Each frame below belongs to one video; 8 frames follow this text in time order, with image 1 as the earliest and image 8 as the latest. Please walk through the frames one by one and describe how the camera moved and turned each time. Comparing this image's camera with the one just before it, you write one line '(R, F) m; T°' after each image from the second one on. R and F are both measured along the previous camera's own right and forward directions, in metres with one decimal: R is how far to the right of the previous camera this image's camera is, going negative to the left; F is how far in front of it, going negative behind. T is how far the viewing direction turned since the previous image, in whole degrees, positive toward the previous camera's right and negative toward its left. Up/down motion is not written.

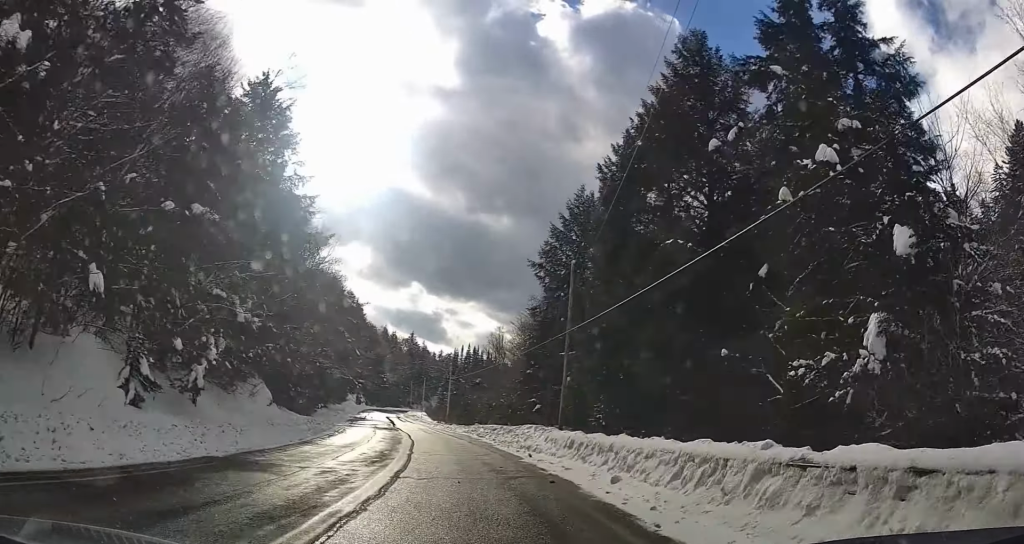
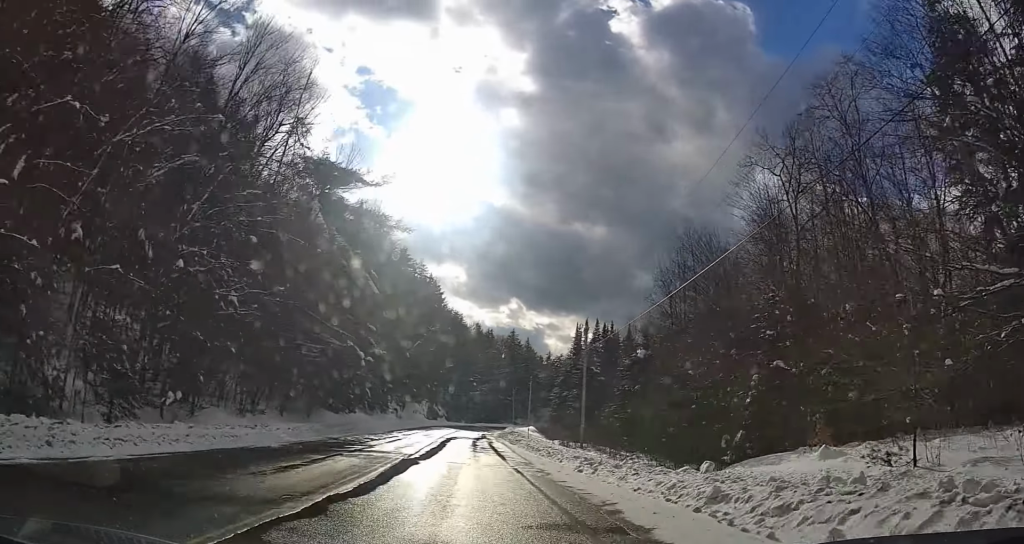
(-5.9, +49.3) m; -8°
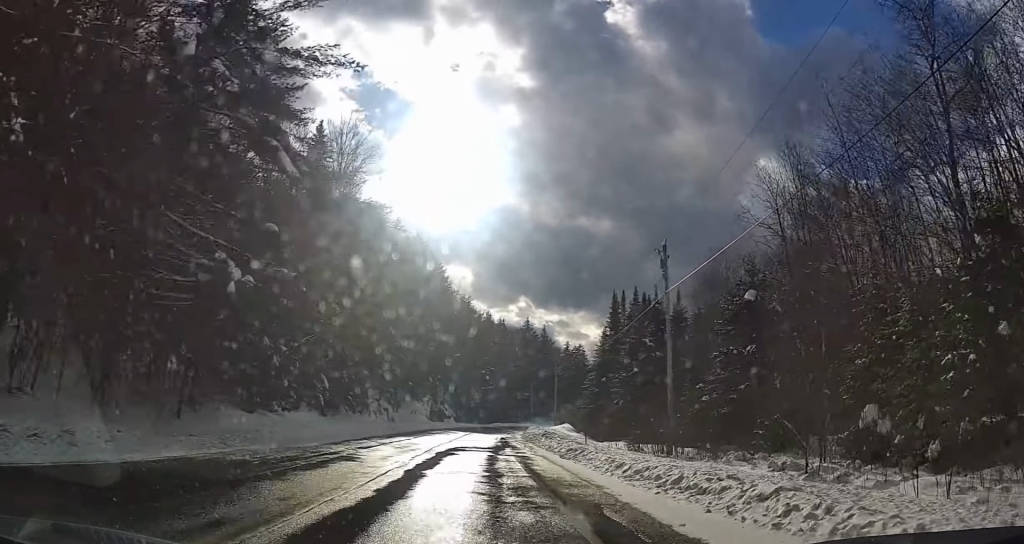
(0.0, +18.8) m; -2°
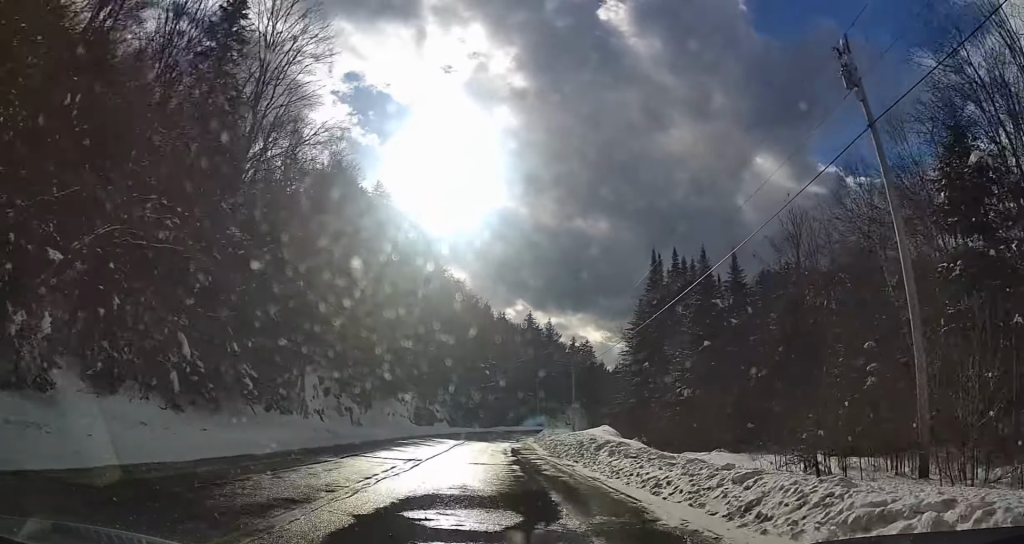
(-0.6, +17.4) m; -3°
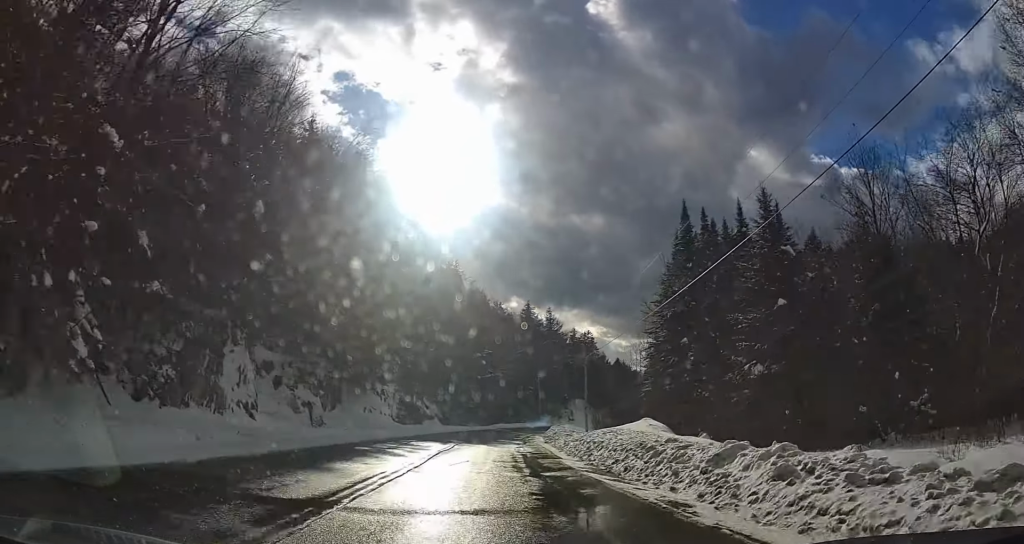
(-0.1, +10.3) m; -2°
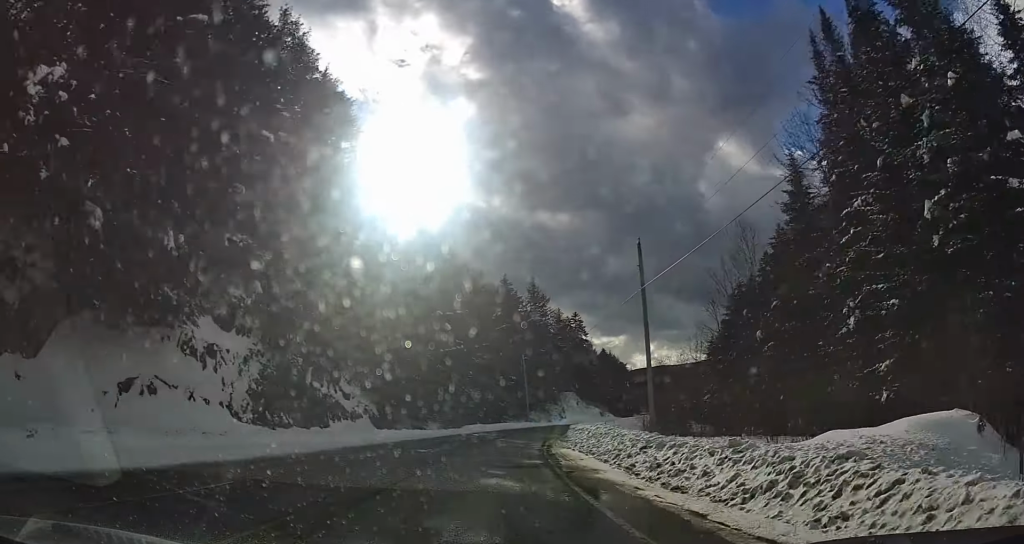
(-1.1, +29.5) m; -2°
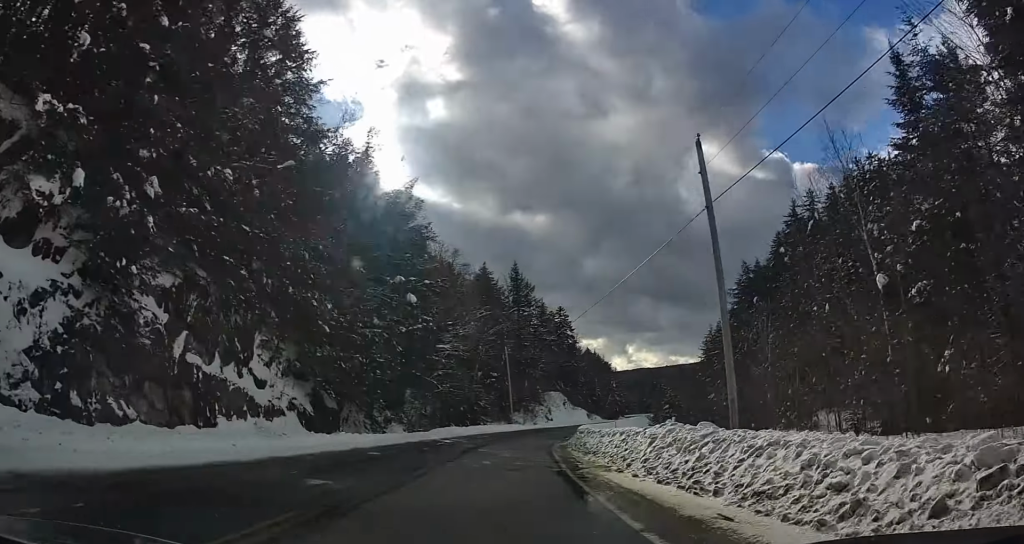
(0.0, +12.0) m; +1°
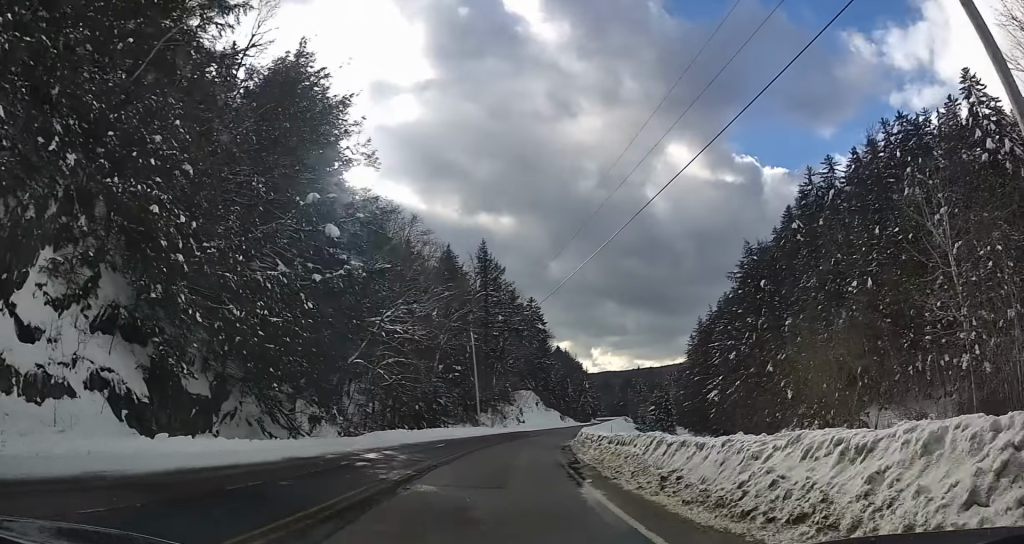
(+0.1, +13.6) m; +2°
